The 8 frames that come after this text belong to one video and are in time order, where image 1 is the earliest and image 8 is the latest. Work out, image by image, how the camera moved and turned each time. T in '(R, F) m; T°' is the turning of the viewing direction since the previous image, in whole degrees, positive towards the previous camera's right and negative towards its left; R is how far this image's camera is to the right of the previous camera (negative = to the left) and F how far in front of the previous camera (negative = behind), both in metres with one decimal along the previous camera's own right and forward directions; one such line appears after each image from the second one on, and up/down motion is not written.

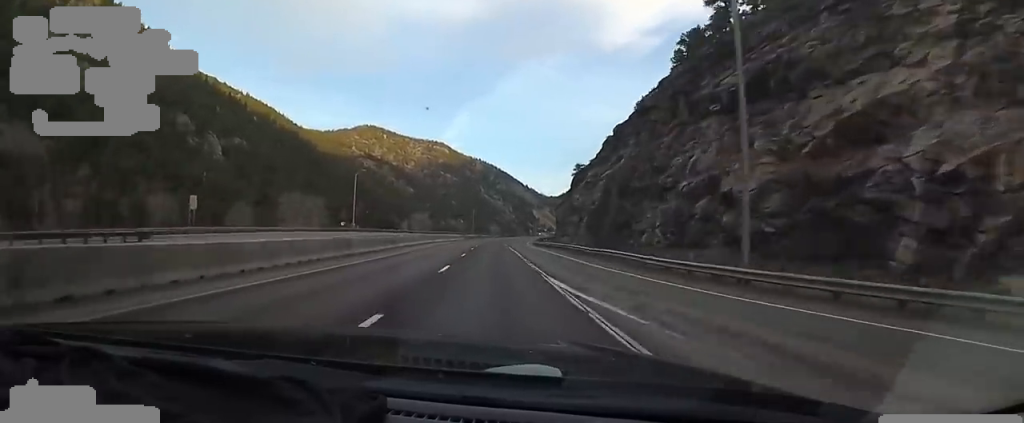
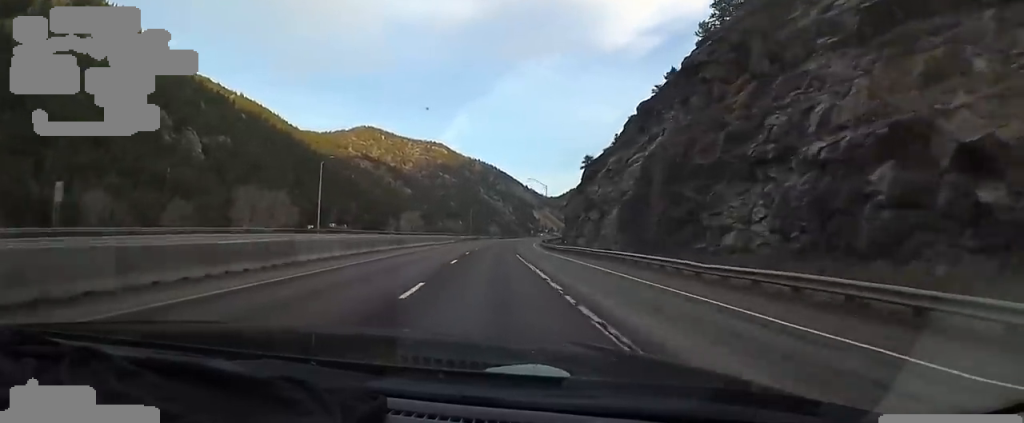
(+0.5, +18.6) m; 0°
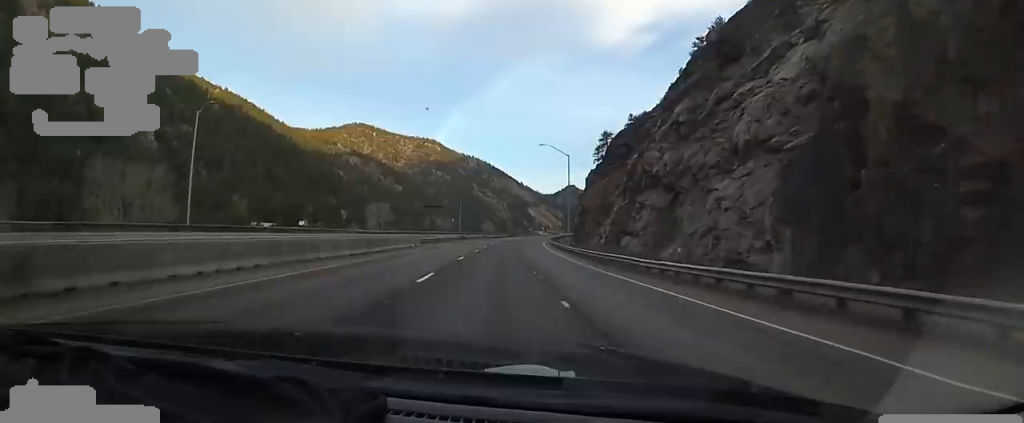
(-0.9, +32.3) m; +1°
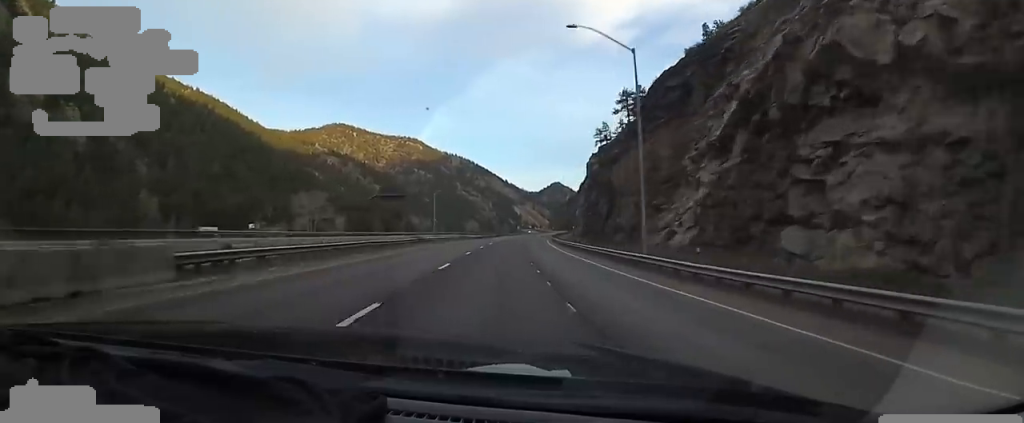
(+1.4, +32.2) m; +3°
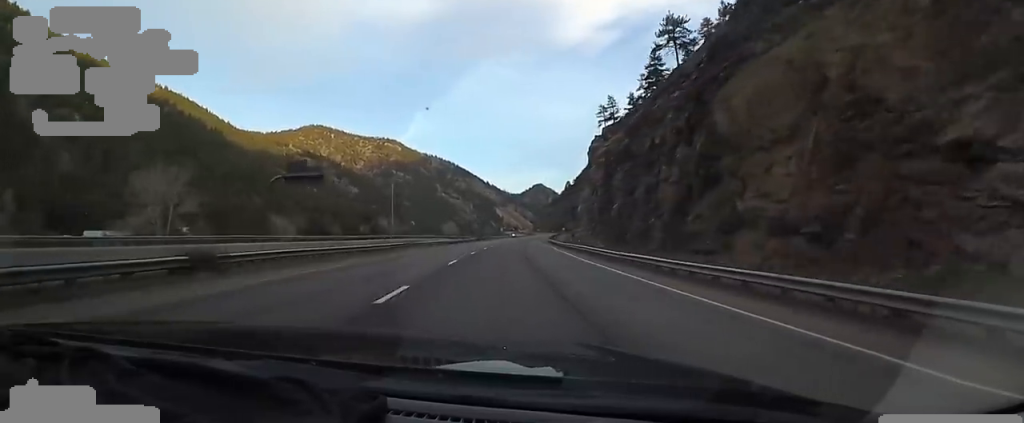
(+0.1, +32.3) m; +1°
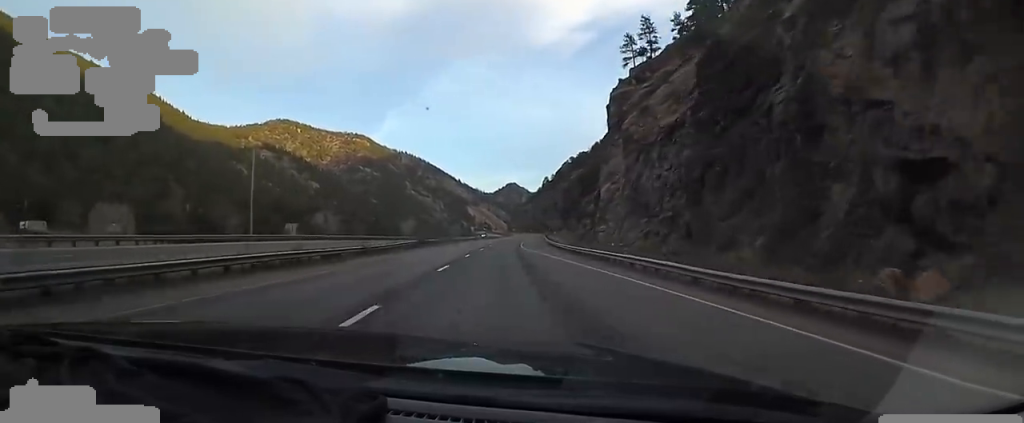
(+1.8, +49.3) m; +5°
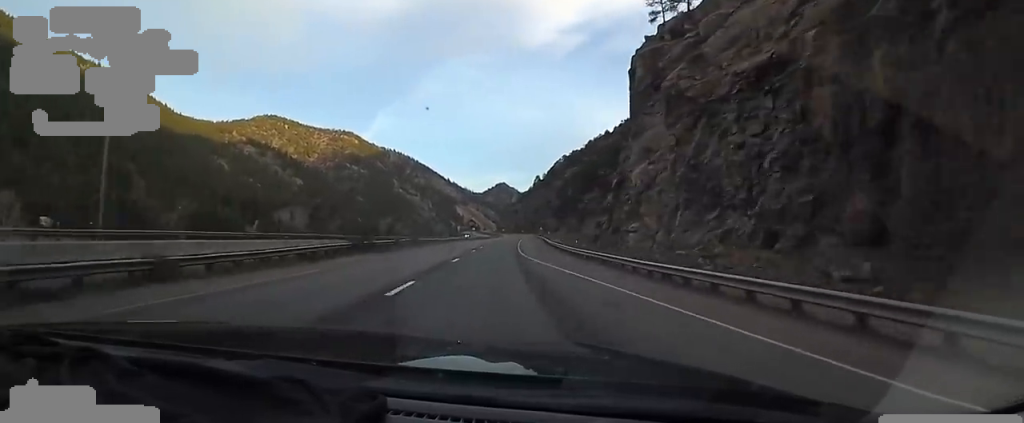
(+0.3, +19.6) m; +1°
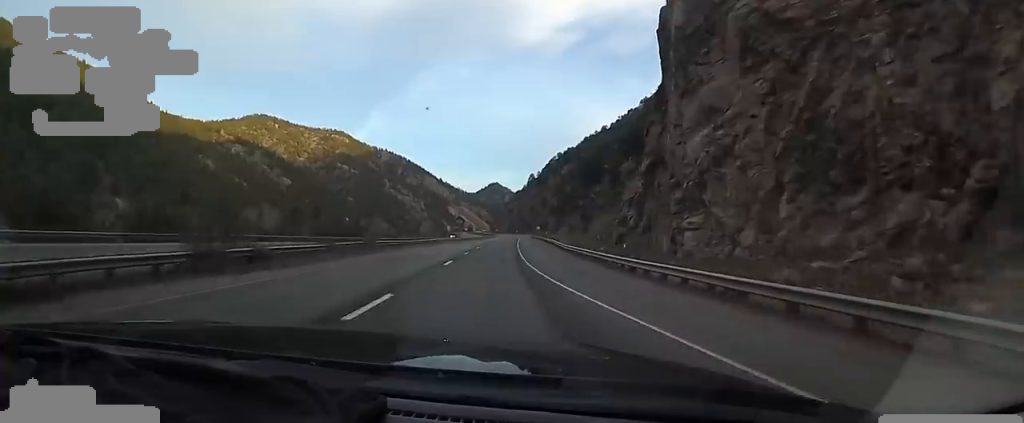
(+0.1, +15.6) m; 0°
